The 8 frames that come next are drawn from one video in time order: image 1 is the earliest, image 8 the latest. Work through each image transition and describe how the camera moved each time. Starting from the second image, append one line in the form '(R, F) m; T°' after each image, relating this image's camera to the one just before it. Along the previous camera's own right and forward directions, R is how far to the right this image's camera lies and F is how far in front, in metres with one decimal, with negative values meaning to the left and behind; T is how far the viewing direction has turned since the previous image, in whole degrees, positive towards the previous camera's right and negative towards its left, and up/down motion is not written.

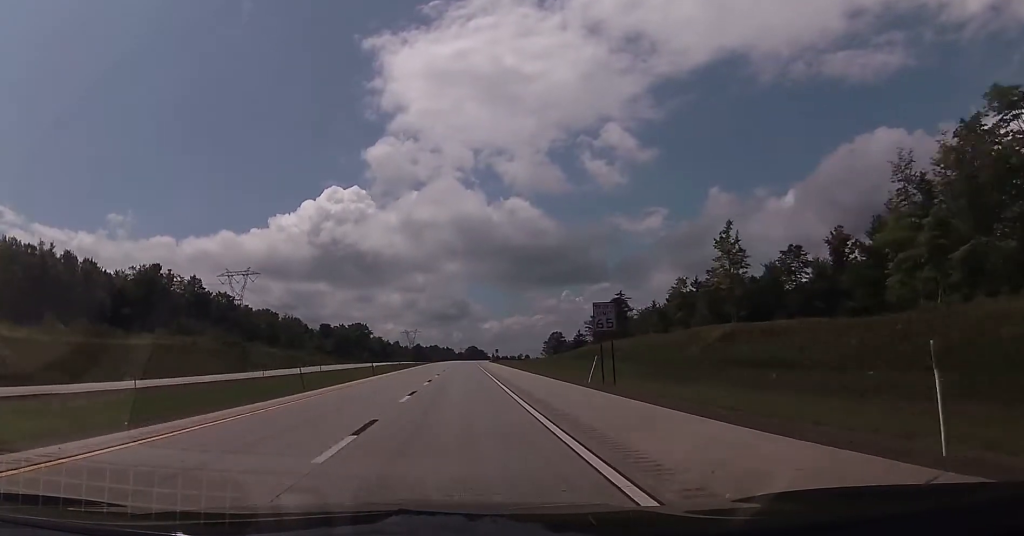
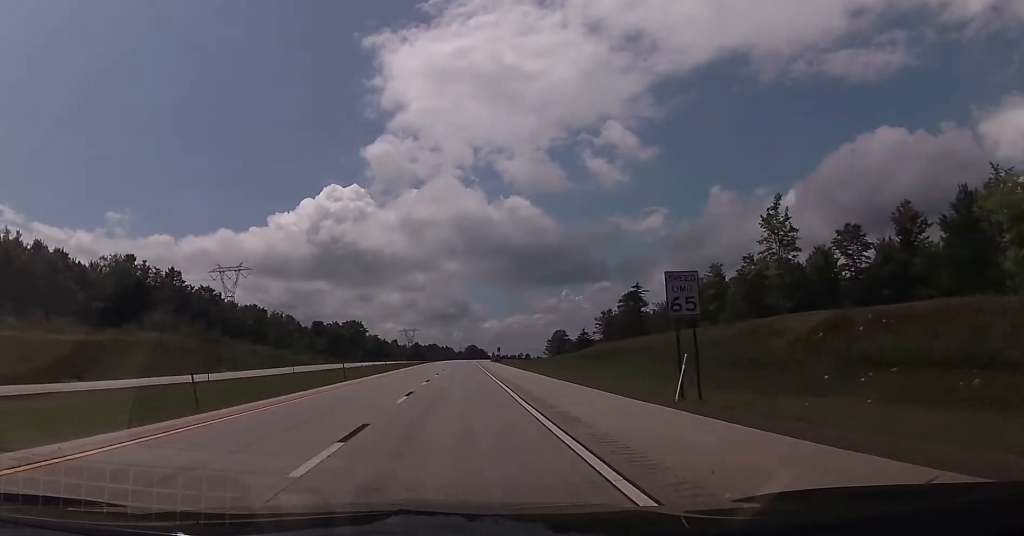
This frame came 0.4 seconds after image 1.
(0.0, +13.1) m; 0°
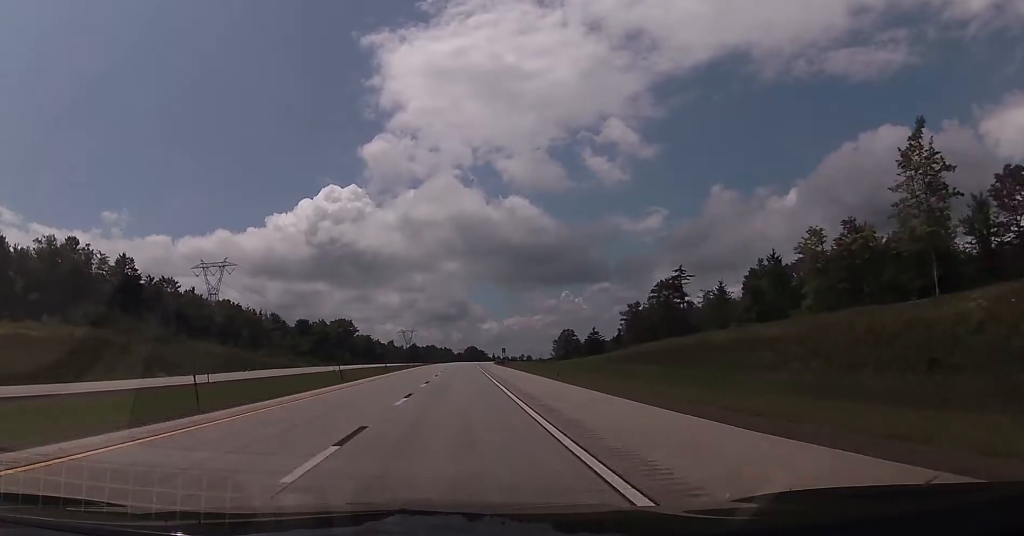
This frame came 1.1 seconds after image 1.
(0.0, +24.1) m; 0°
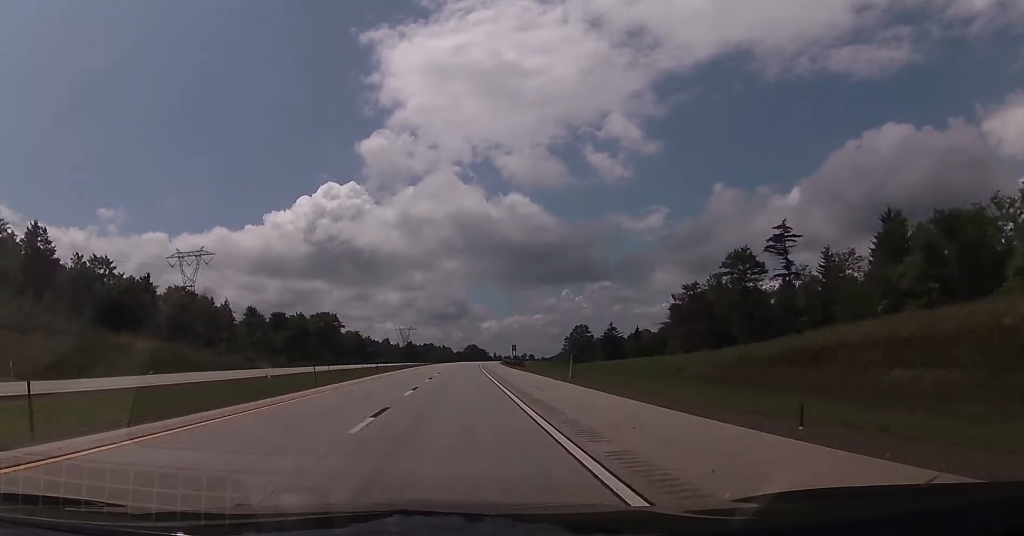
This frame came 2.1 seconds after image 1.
(0.0, +31.9) m; 0°
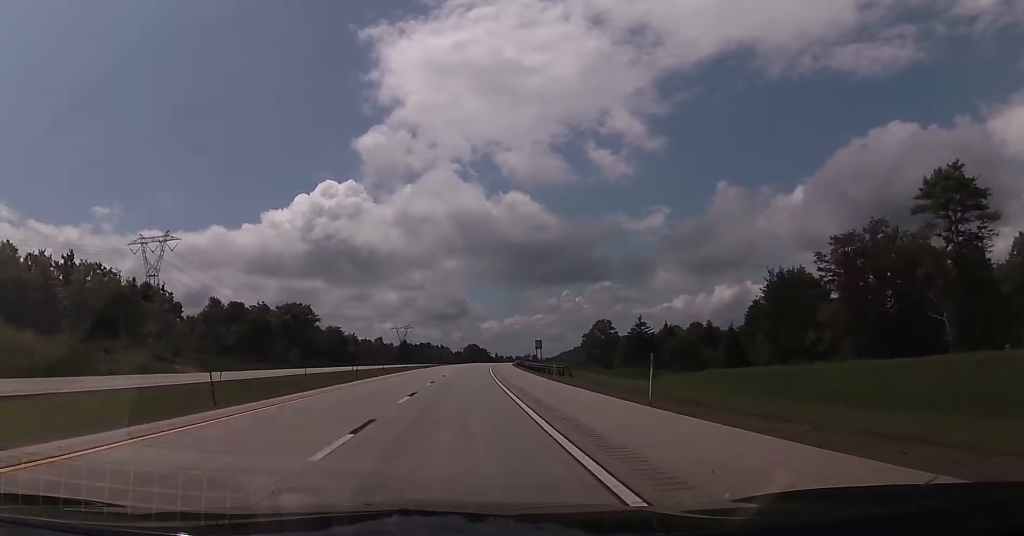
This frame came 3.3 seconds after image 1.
(0.0, +39.5) m; 0°
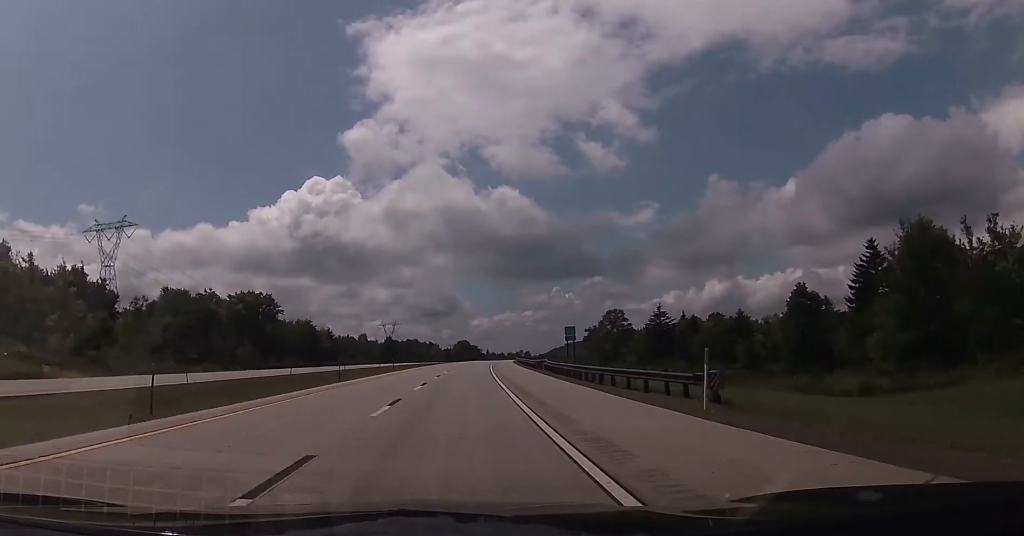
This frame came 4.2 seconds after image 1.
(0.0, +29.7) m; 0°
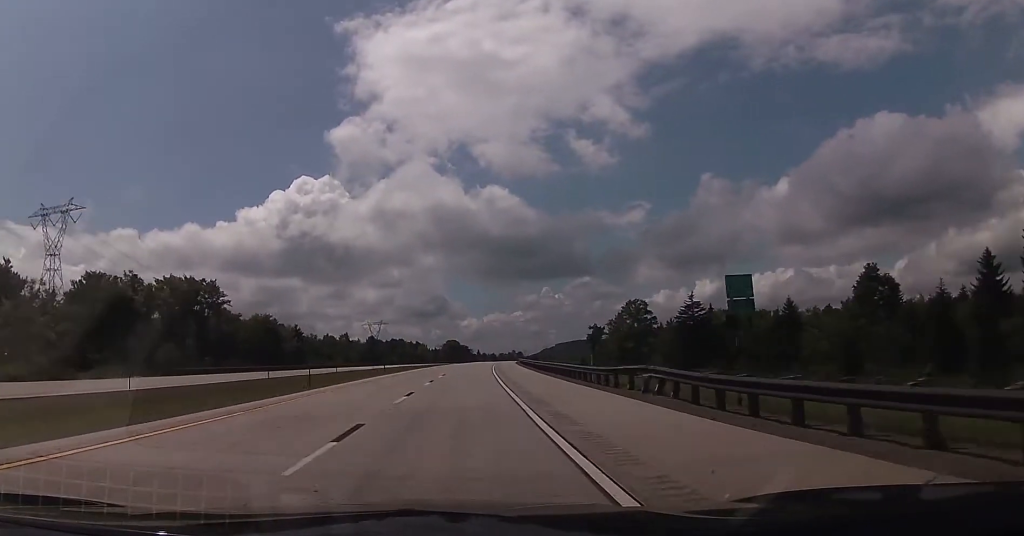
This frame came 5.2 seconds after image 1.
(0.0, +31.9) m; 0°
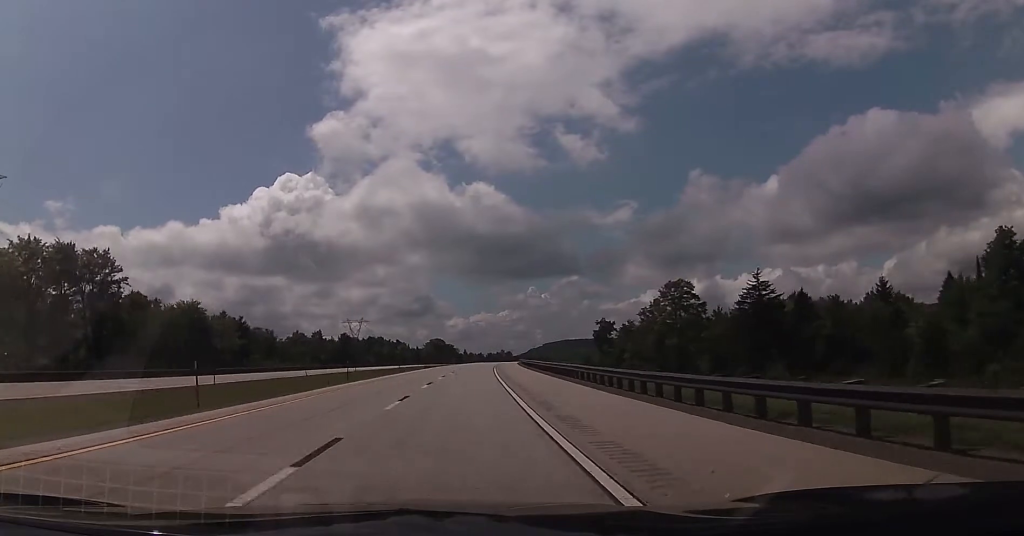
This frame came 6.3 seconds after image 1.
(0.0, +38.4) m; 0°
